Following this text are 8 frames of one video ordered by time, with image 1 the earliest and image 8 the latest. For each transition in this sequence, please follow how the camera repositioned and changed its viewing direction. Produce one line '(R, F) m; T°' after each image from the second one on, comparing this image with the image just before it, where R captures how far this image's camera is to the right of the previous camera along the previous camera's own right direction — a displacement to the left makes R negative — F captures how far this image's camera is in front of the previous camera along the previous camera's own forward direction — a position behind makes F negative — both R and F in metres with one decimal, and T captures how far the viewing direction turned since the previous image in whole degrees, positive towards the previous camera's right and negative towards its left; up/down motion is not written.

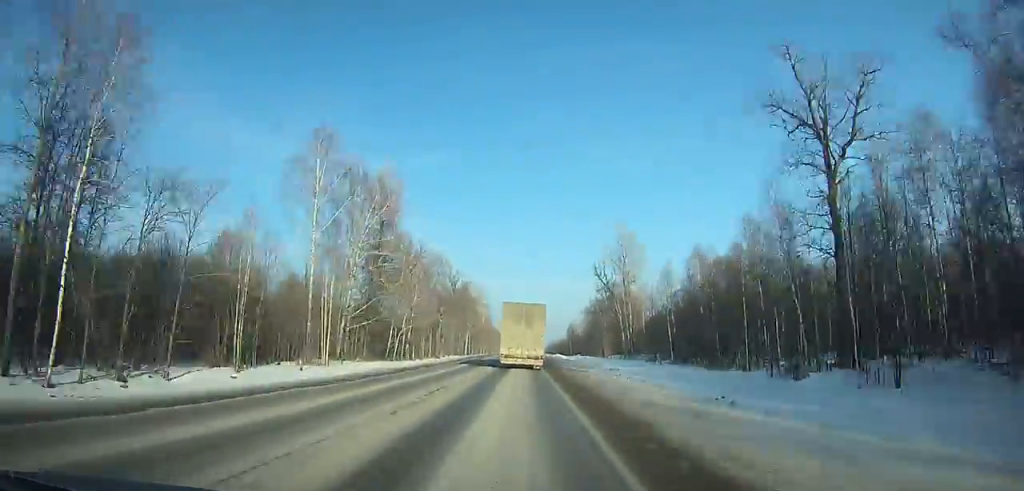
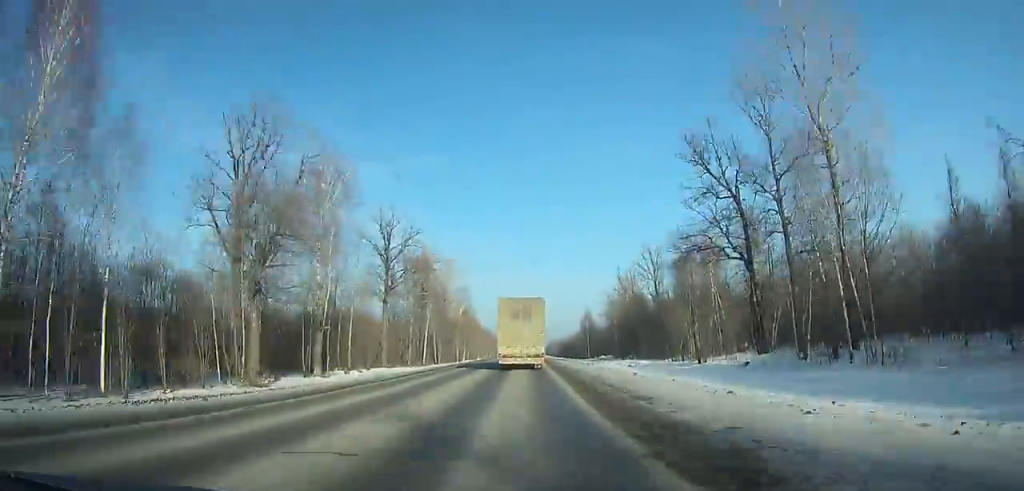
(+0.4, +75.6) m; 0°
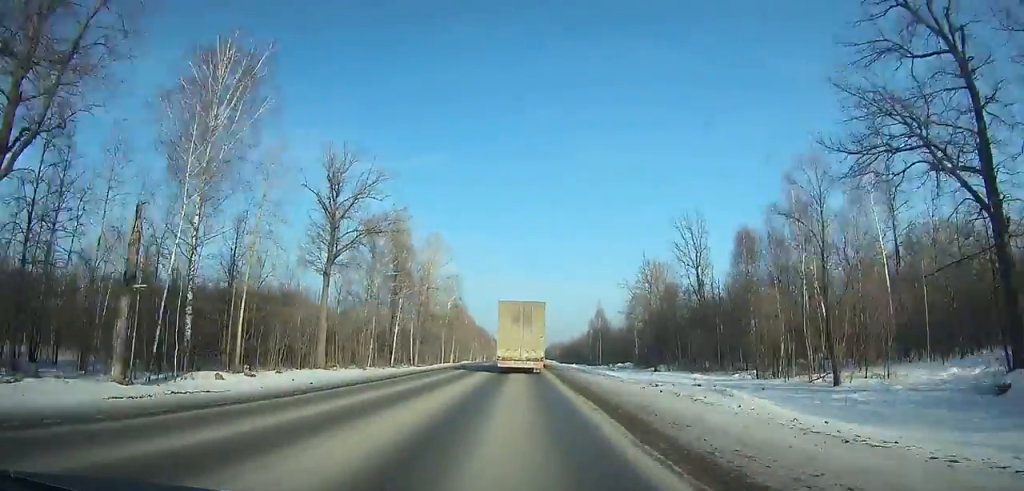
(-0.1, +28.1) m; 0°
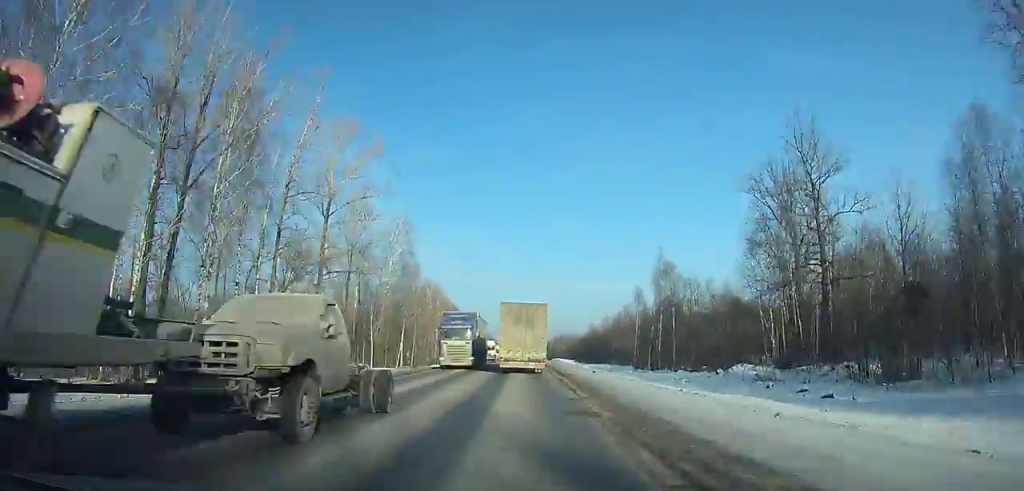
(-0.2, +67.6) m; 0°
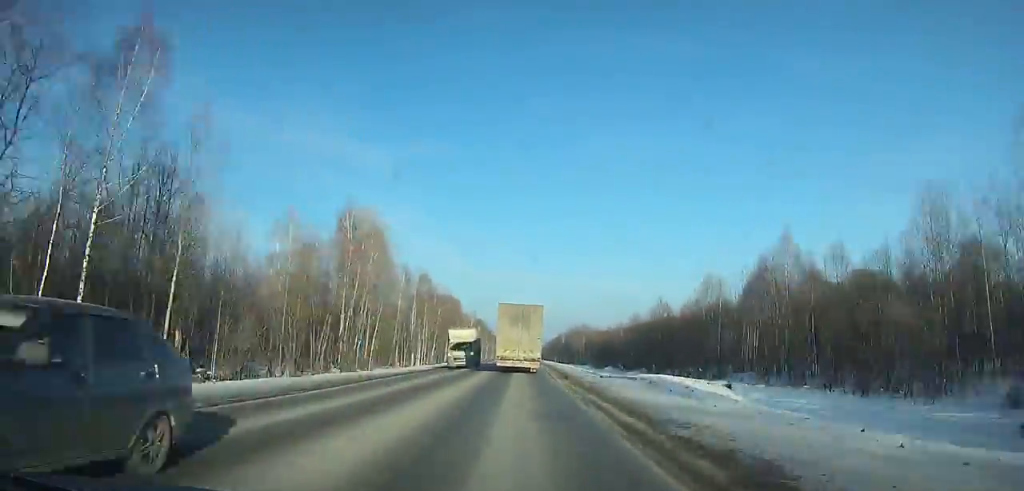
(-0.1, +77.4) m; 0°
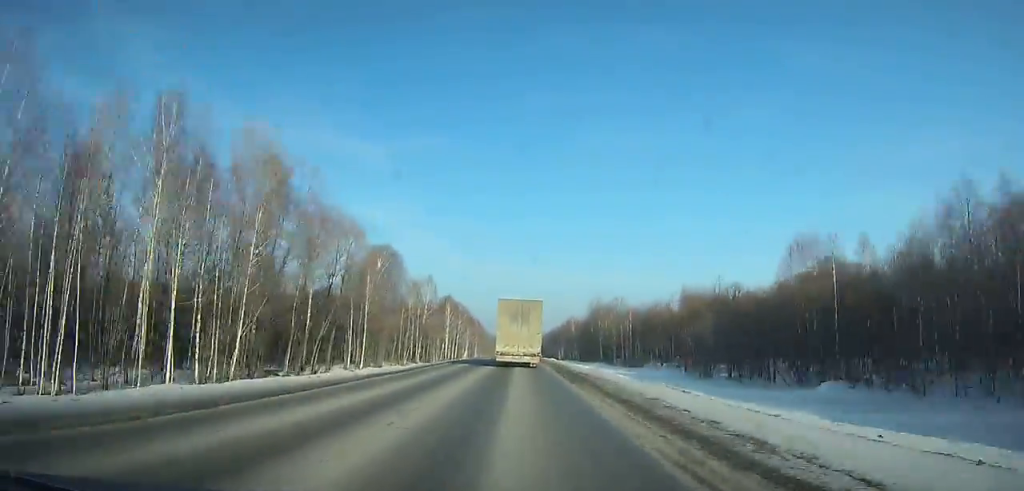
(+0.6, +90.2) m; +1°
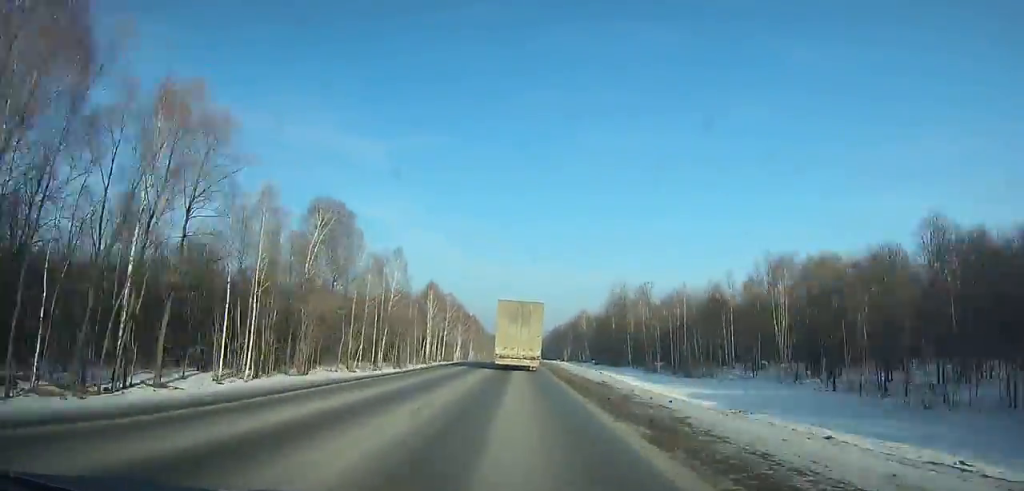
(0.0, +34.4) m; 0°
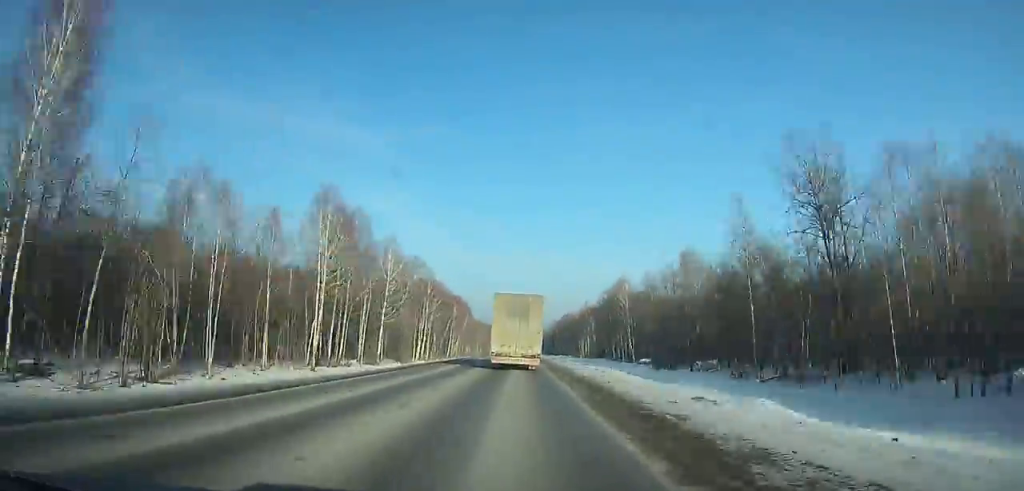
(-0.1, +73.5) m; 0°
